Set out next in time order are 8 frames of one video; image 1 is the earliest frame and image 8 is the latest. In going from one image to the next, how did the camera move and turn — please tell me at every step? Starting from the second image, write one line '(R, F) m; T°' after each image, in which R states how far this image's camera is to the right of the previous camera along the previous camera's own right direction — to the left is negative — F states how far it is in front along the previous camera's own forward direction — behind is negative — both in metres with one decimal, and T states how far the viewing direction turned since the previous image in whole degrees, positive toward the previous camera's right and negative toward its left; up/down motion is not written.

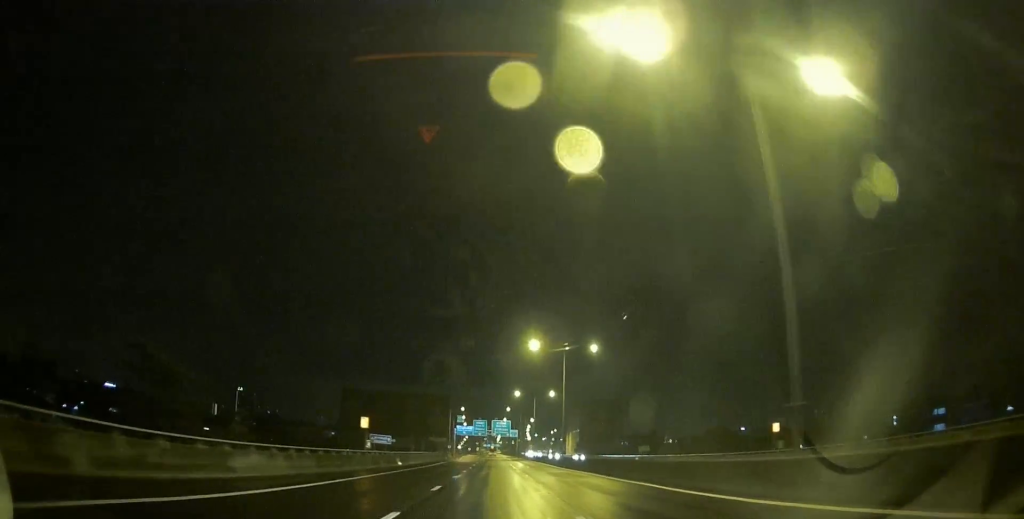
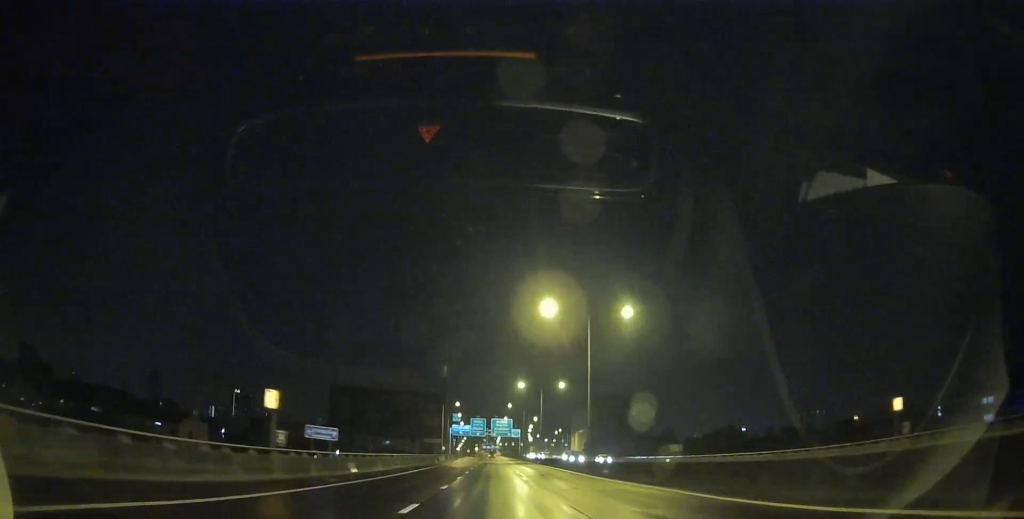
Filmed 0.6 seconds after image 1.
(+0.1, +15.7) m; 0°
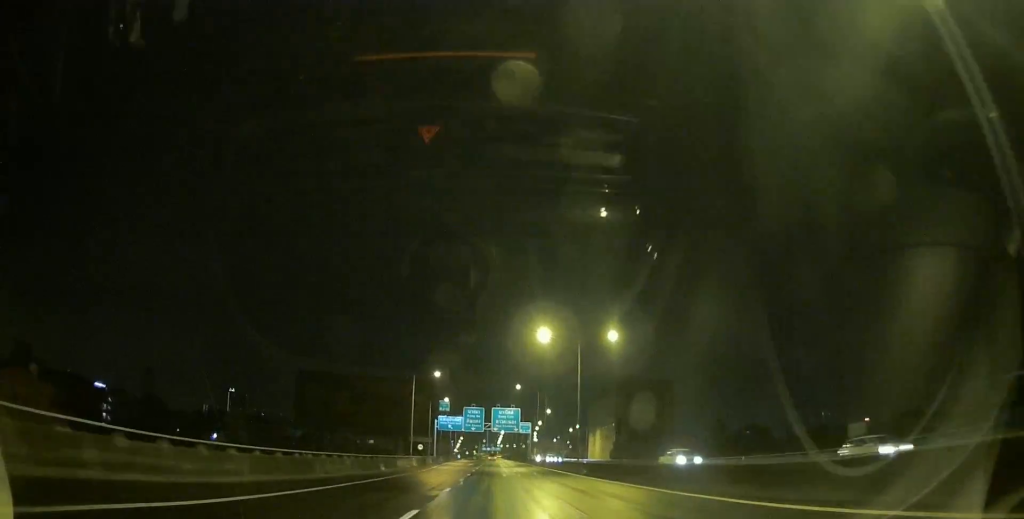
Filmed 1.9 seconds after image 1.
(-0.1, +37.8) m; 0°
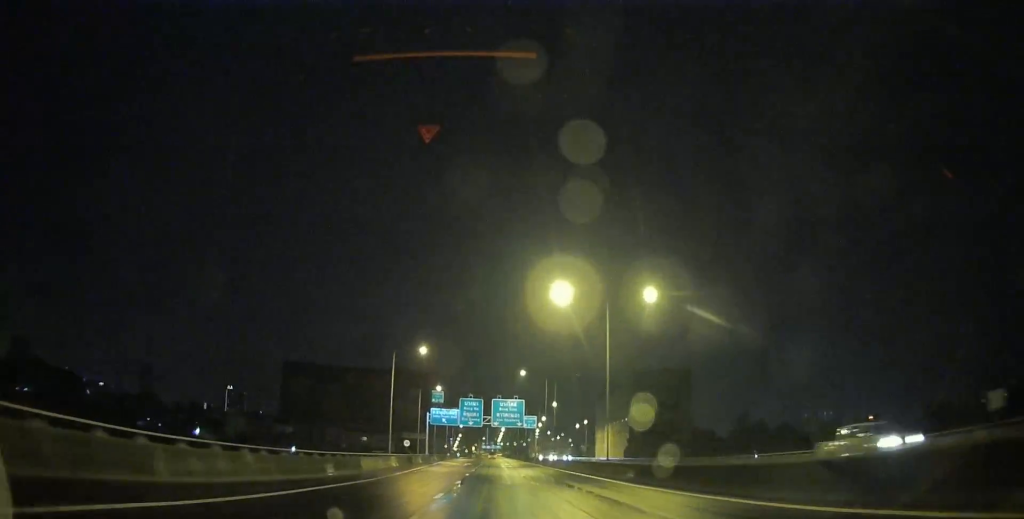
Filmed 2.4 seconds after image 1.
(0.0, +12.4) m; 0°
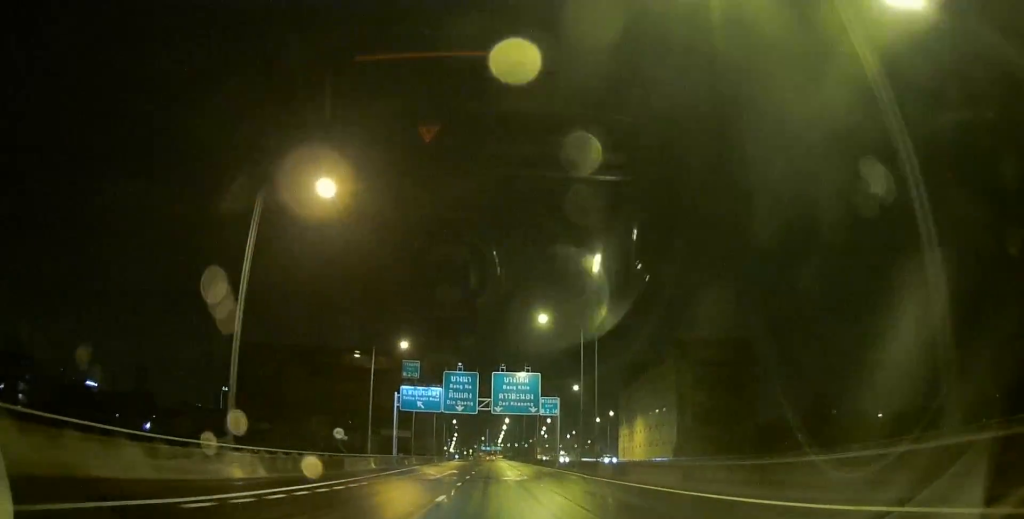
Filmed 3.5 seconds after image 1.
(-0.1, +30.0) m; 0°
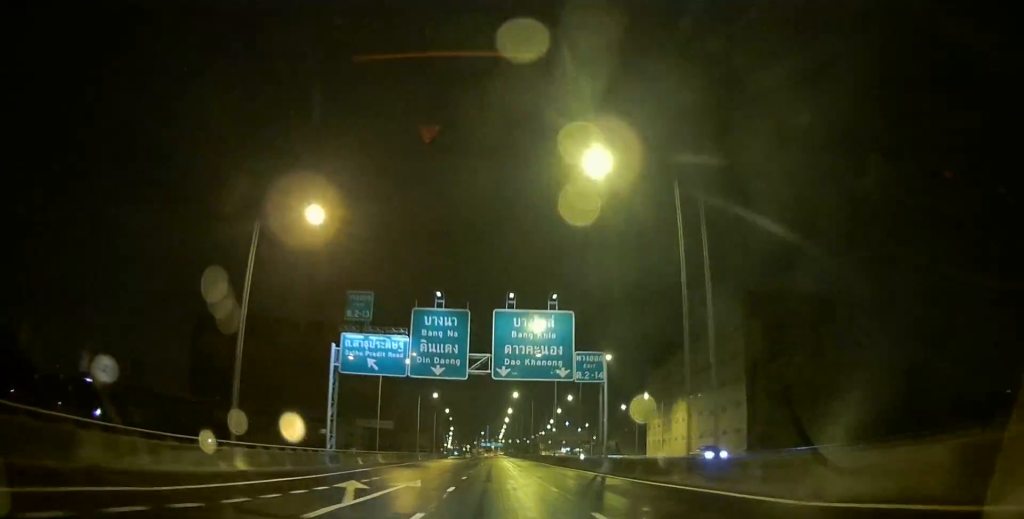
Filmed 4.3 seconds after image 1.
(0.0, +24.6) m; 0°
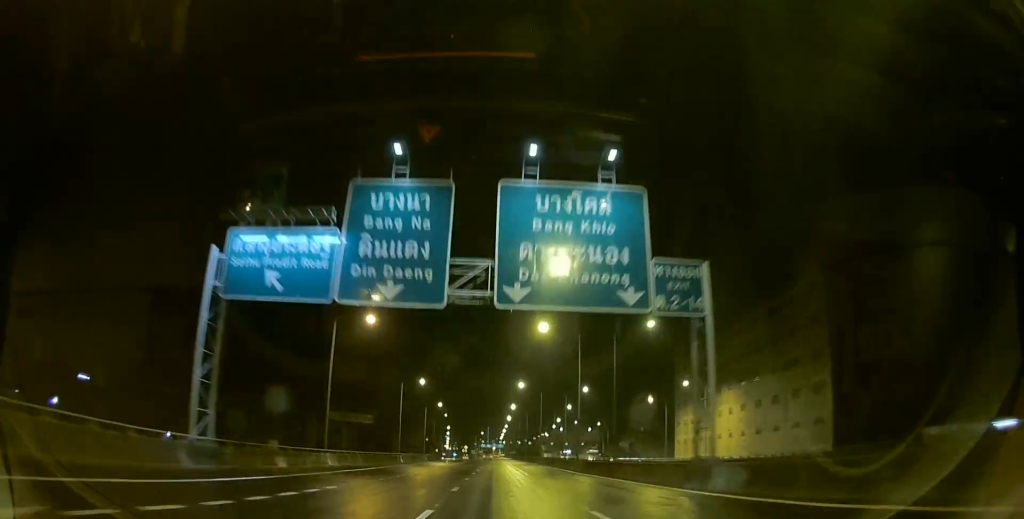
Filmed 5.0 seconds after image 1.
(-0.1, +17.6) m; 0°
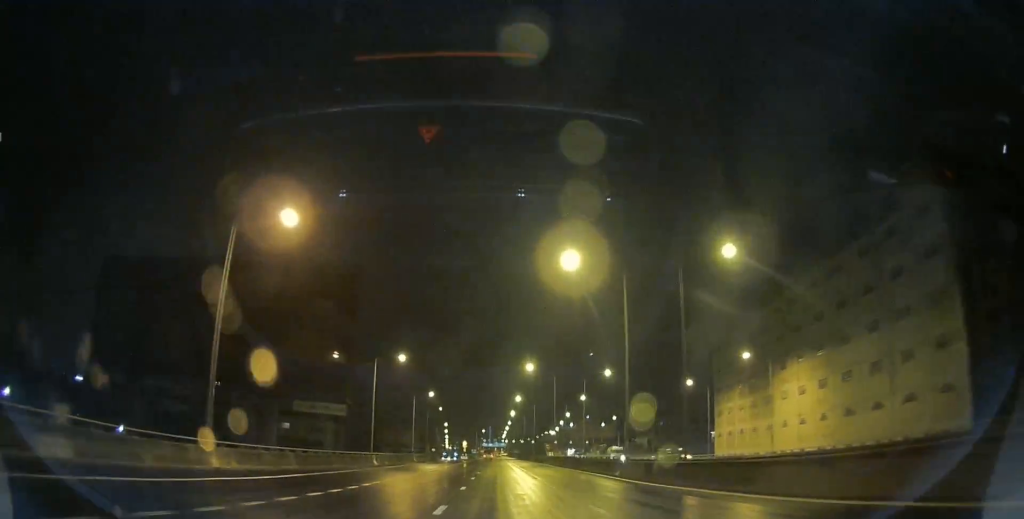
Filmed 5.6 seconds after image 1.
(-0.1, +16.6) m; 0°
